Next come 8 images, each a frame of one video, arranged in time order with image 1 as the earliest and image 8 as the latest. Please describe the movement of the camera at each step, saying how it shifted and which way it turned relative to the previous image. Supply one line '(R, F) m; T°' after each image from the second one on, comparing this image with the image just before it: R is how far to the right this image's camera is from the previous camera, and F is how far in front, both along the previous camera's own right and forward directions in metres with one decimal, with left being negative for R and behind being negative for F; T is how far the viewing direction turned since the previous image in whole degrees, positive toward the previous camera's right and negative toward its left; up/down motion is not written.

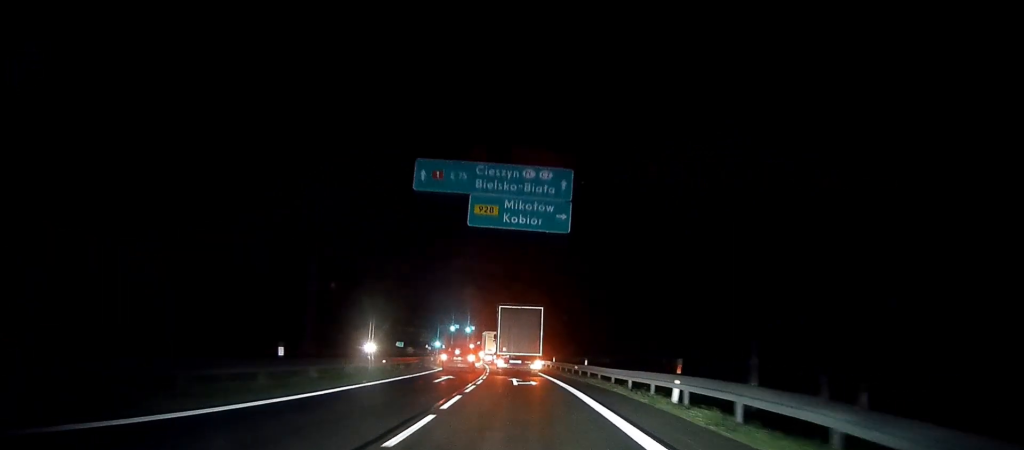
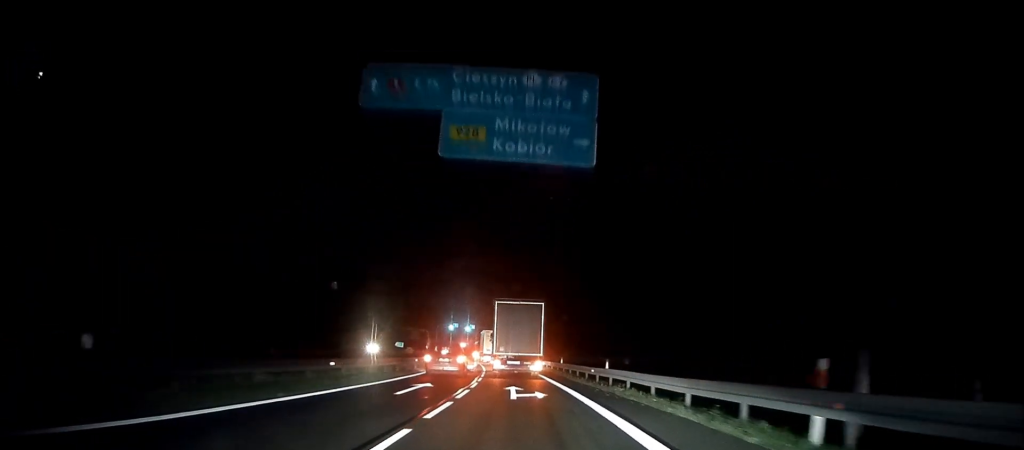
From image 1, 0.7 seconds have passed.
(0.0, +7.8) m; 0°
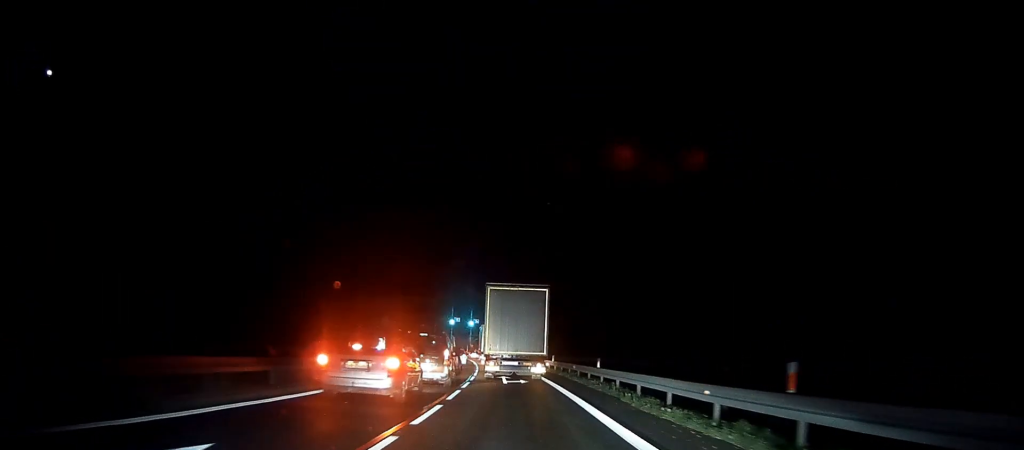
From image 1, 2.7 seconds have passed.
(-0.1, +18.2) m; -2°
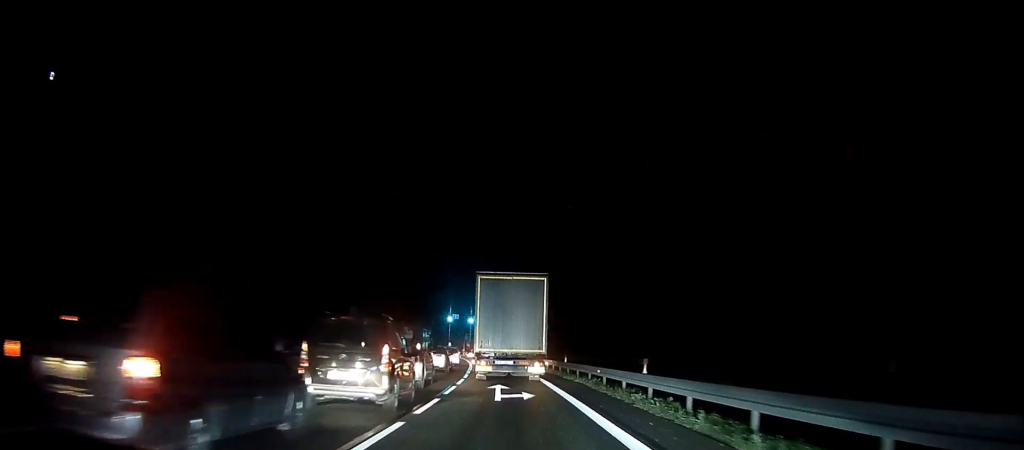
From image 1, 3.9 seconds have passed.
(-0.3, +10.0) m; -2°
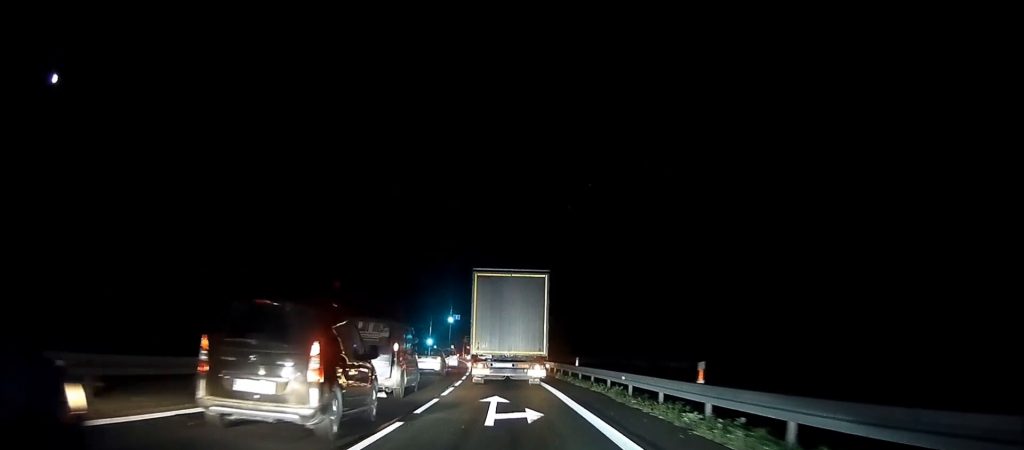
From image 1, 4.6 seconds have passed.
(-0.1, +5.4) m; +1°
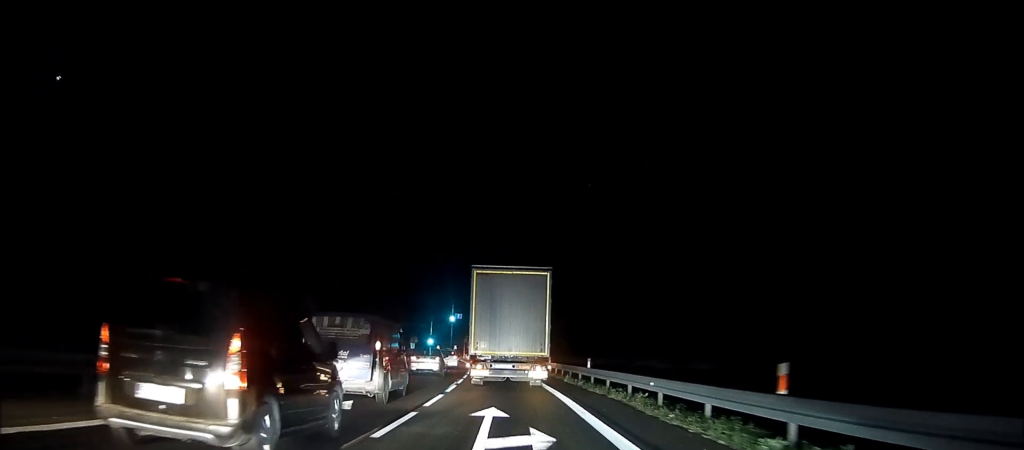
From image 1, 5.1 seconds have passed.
(+0.1, +4.0) m; +1°
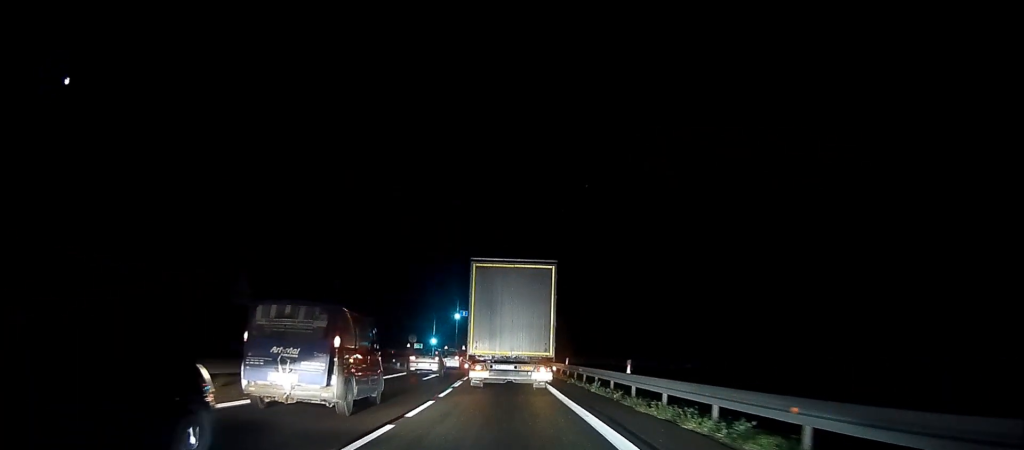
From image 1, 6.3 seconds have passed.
(+0.1, +8.6) m; +3°
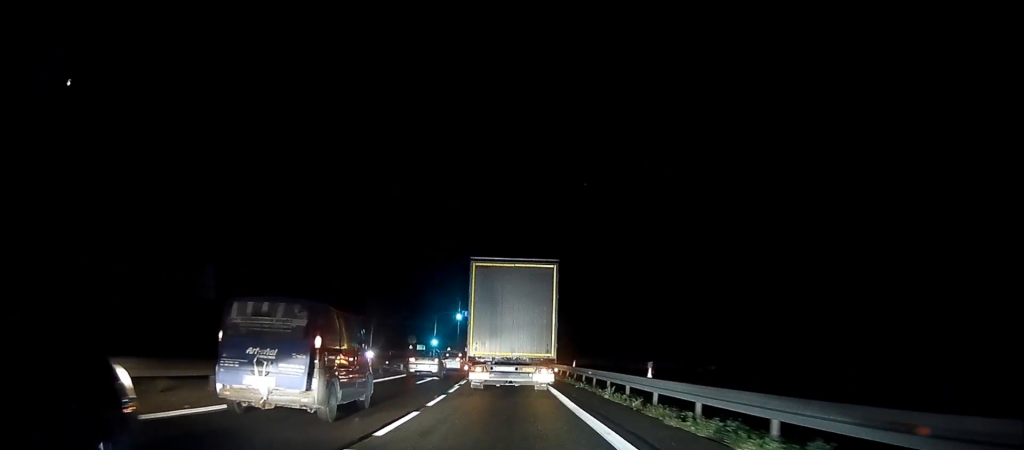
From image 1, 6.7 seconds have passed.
(+0.1, +2.9) m; 0°
